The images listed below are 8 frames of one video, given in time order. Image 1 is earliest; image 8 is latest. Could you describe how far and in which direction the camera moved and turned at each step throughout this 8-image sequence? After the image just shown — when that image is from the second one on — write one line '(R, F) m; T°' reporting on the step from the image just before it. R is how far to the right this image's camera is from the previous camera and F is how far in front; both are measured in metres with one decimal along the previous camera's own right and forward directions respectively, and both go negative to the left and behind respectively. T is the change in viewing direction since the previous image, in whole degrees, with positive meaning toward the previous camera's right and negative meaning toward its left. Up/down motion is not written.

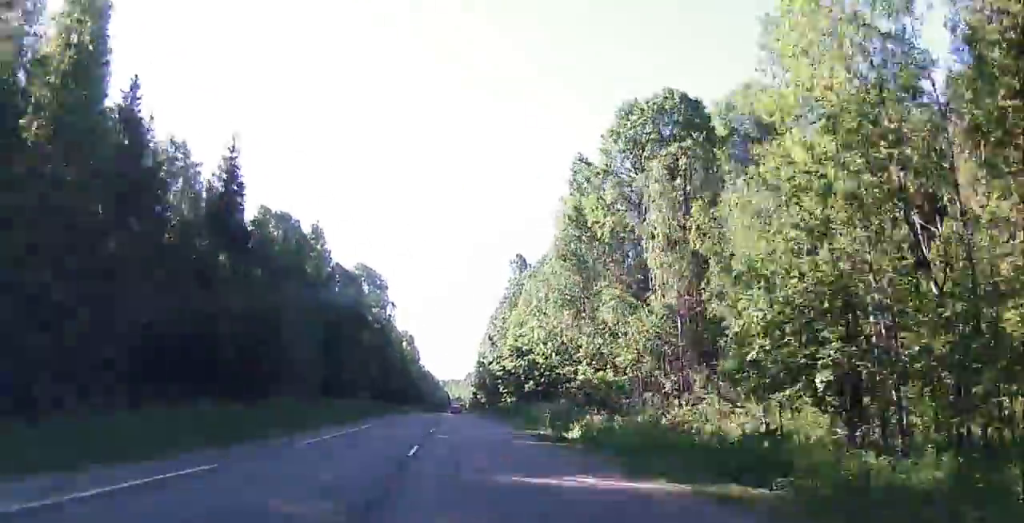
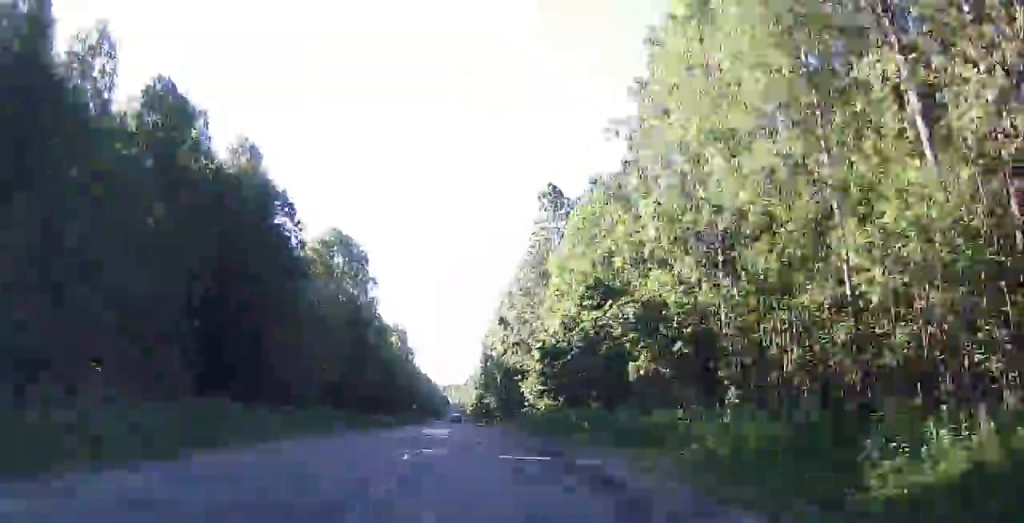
(+0.3, +36.8) m; 0°
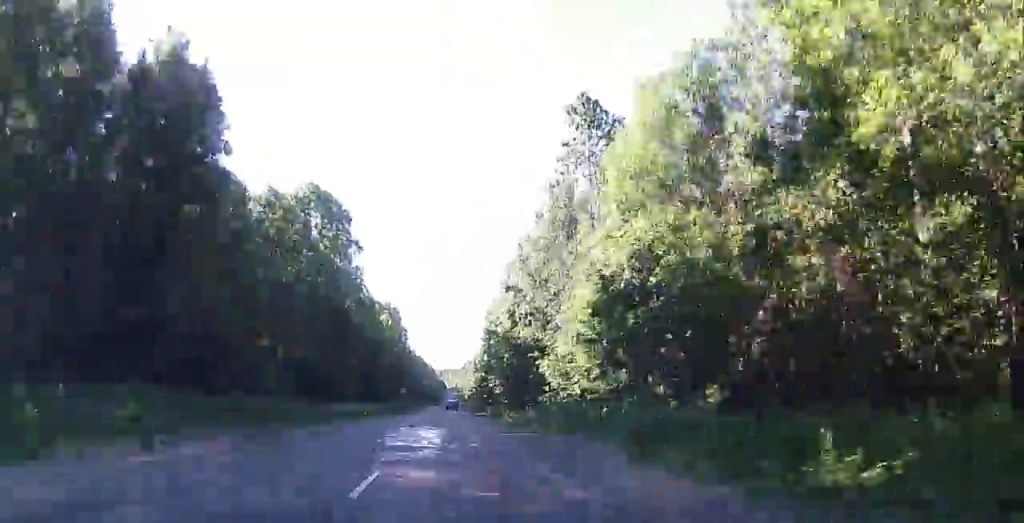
(0.0, +19.8) m; 0°
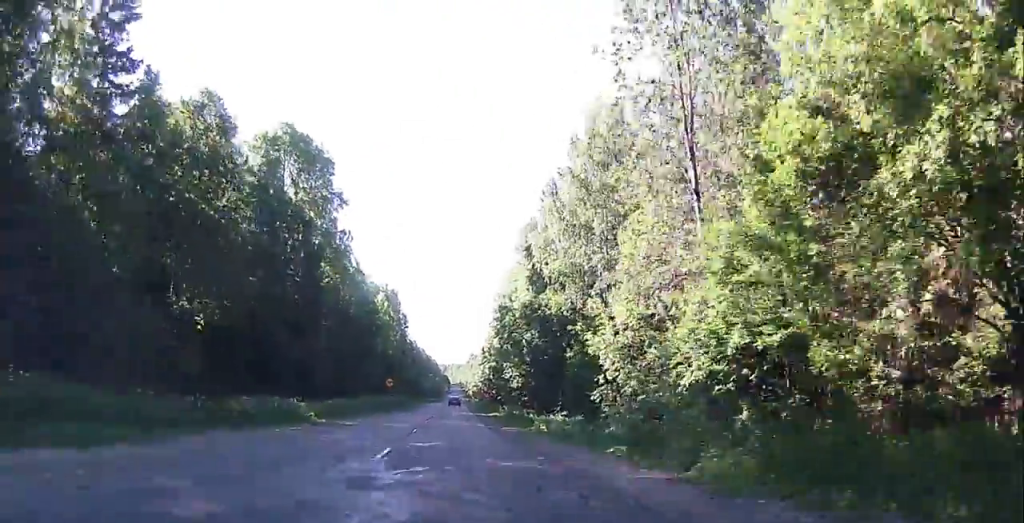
(0.0, +20.5) m; 0°
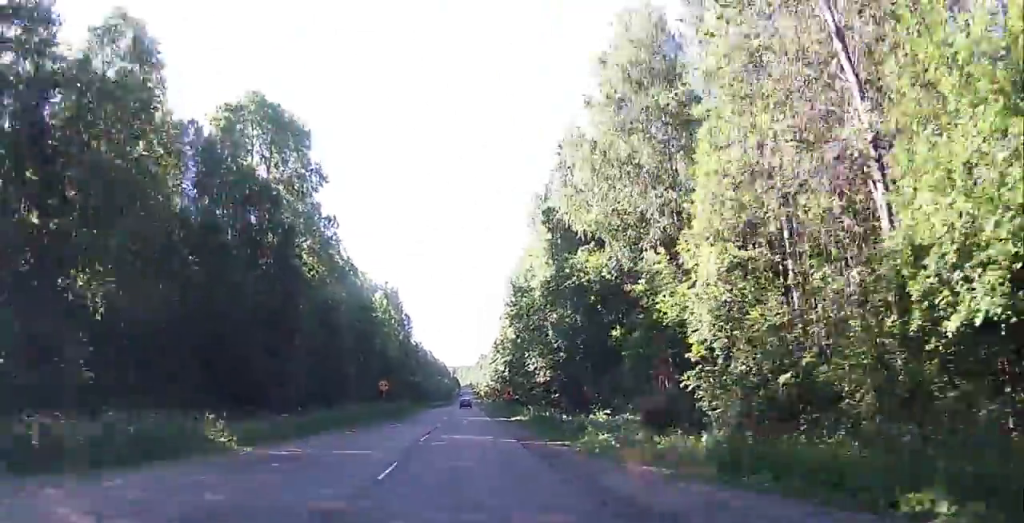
(0.0, +13.3) m; 0°
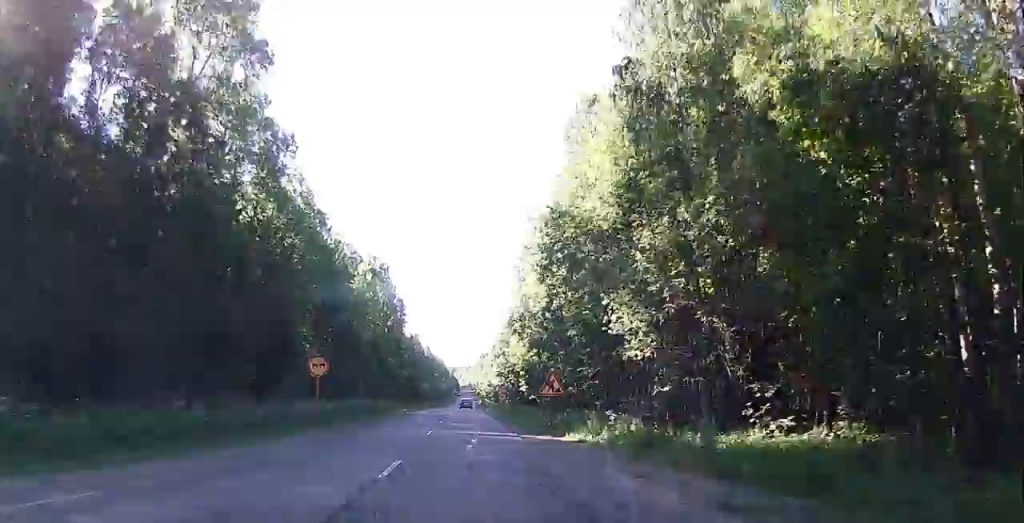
(0.0, +25.3) m; -2°
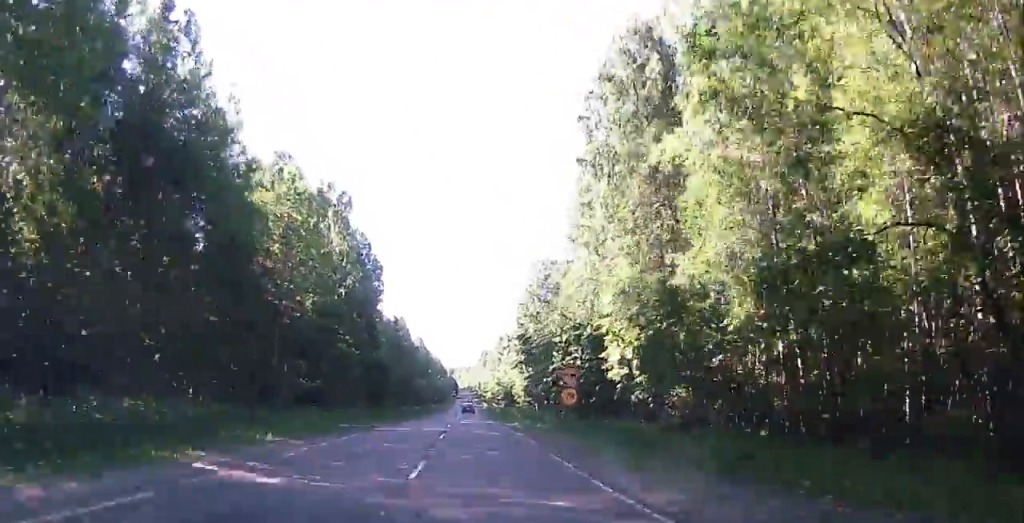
(-1.4, +47.0) m; -2°
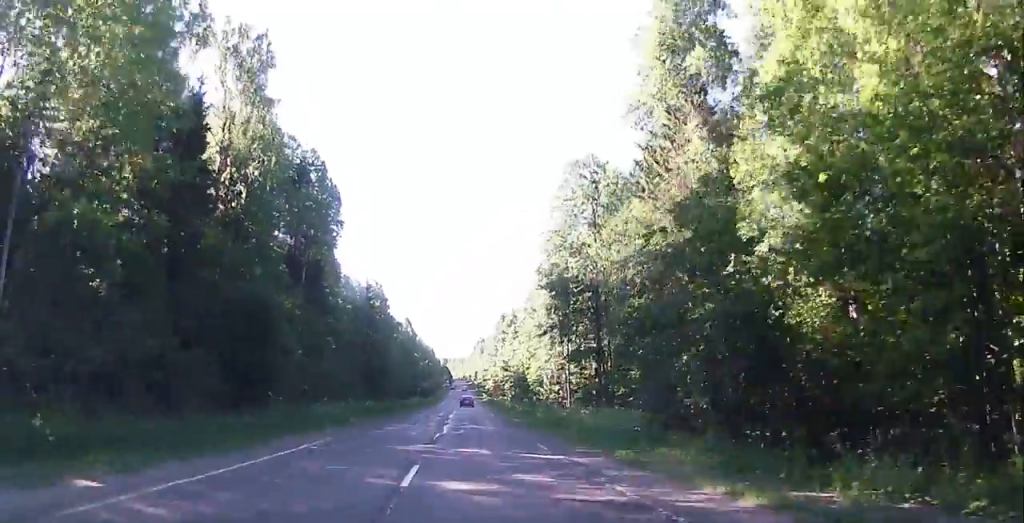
(+0.1, +37.3) m; 0°
